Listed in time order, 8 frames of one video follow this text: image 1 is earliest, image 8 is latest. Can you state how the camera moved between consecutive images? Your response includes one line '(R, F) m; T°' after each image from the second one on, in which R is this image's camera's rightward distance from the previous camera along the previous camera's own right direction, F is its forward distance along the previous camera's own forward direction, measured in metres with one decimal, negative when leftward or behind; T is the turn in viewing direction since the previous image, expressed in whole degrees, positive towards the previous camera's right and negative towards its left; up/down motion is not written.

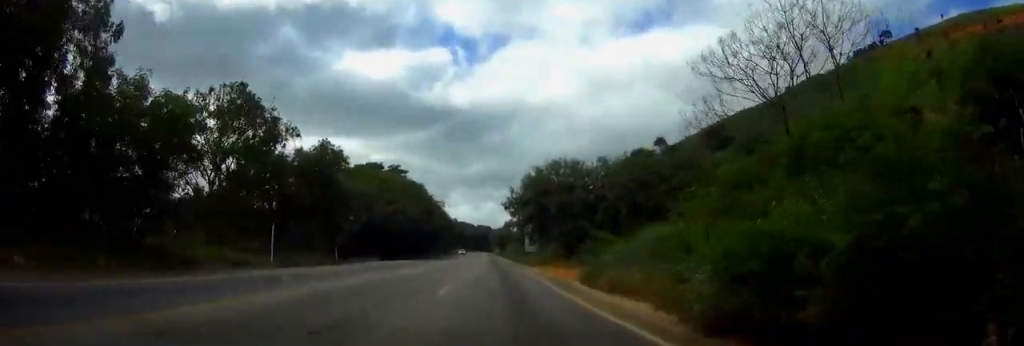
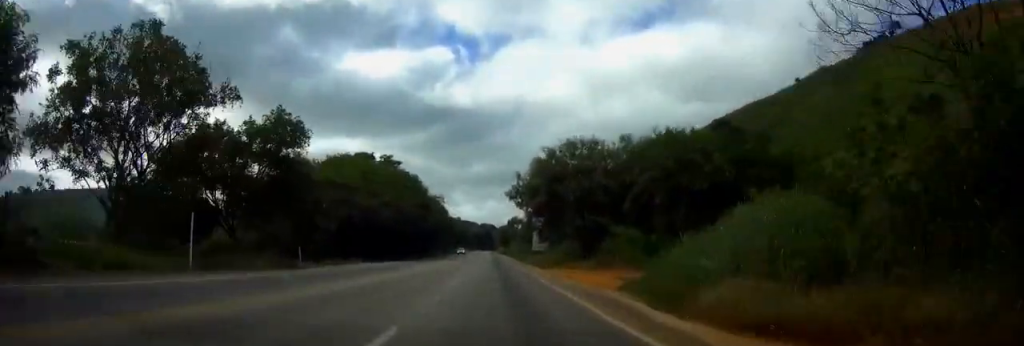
(0.0, +11.0) m; 0°
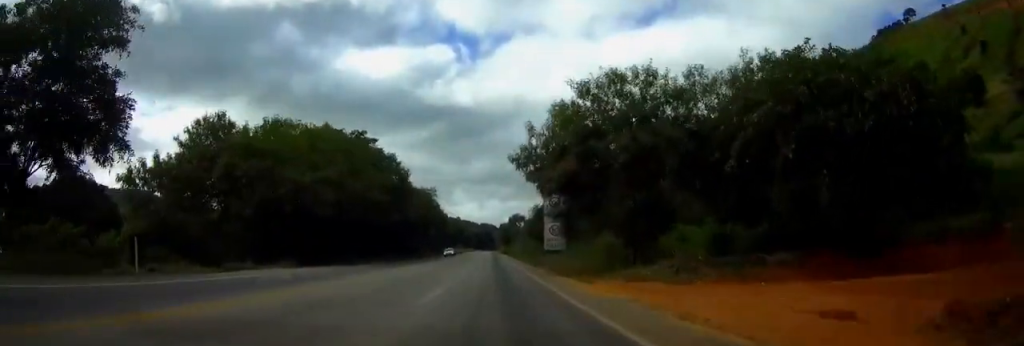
(0.0, +20.6) m; 0°
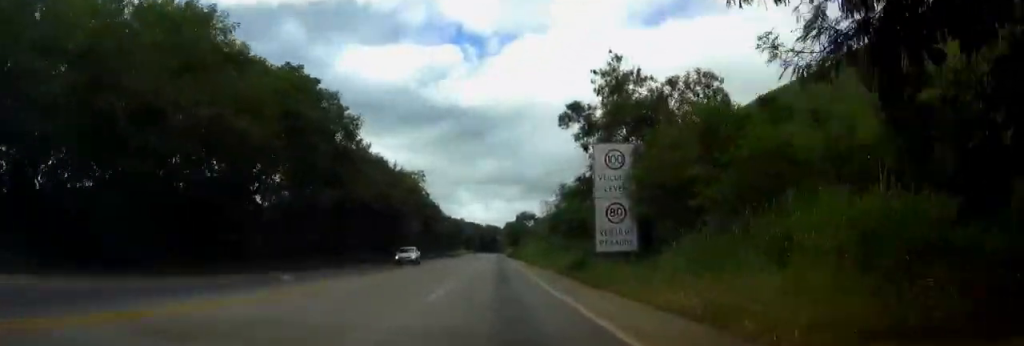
(0.0, +28.8) m; 0°
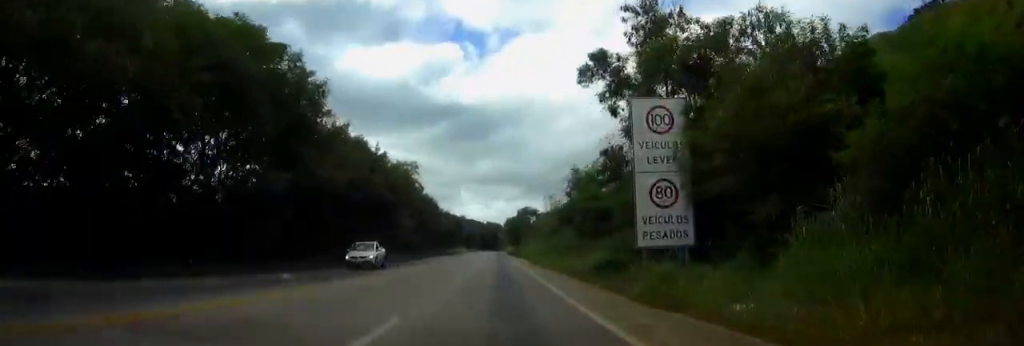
(0.0, +9.2) m; 0°
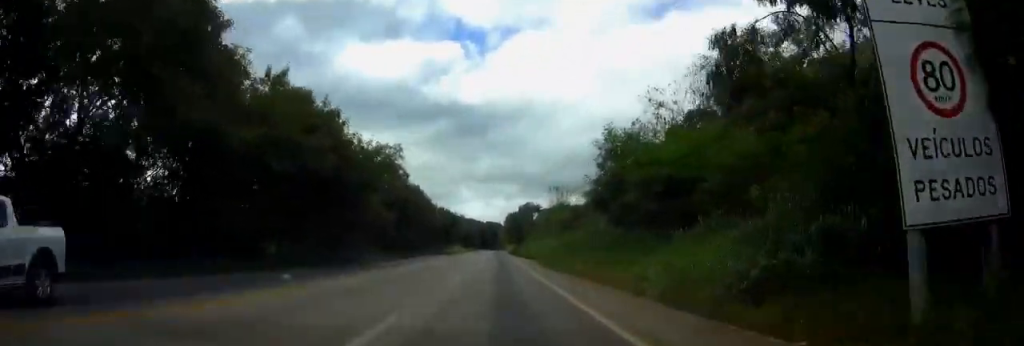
(0.0, +15.5) m; 0°
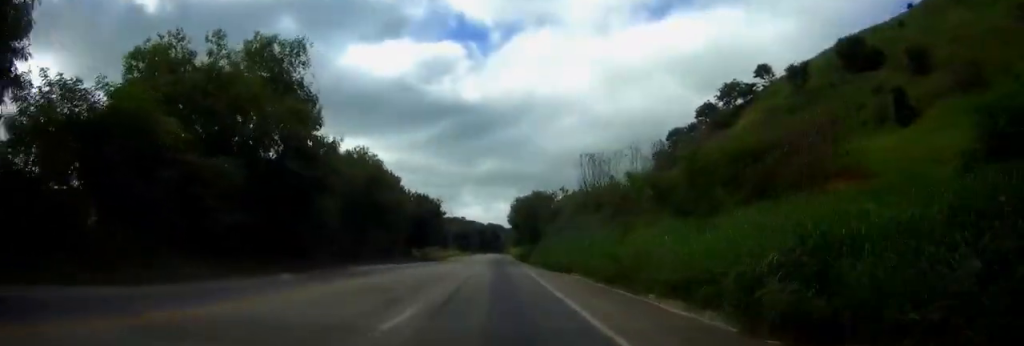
(+0.1, +43.6) m; 0°
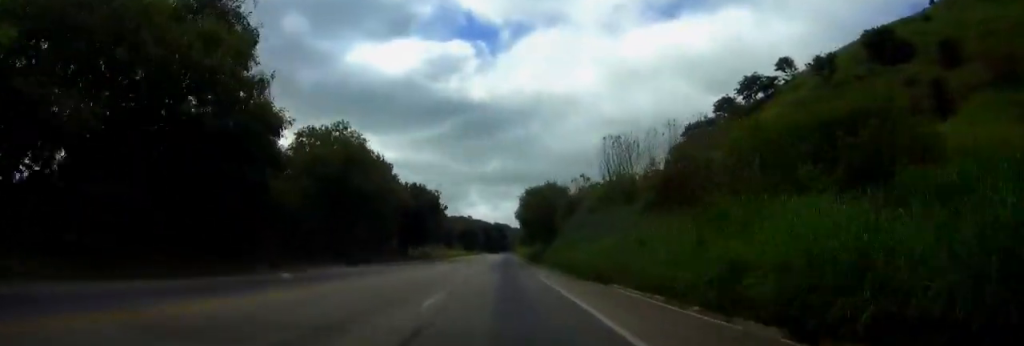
(0.0, +12.1) m; 0°
